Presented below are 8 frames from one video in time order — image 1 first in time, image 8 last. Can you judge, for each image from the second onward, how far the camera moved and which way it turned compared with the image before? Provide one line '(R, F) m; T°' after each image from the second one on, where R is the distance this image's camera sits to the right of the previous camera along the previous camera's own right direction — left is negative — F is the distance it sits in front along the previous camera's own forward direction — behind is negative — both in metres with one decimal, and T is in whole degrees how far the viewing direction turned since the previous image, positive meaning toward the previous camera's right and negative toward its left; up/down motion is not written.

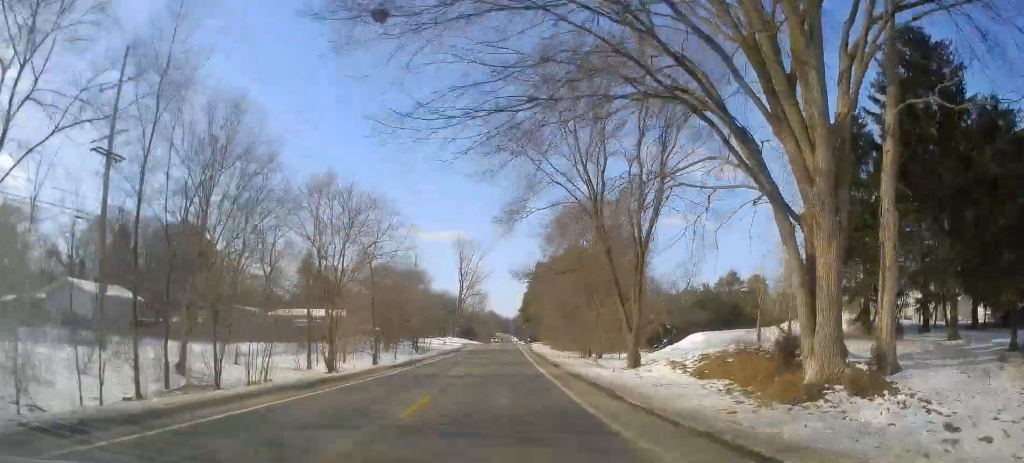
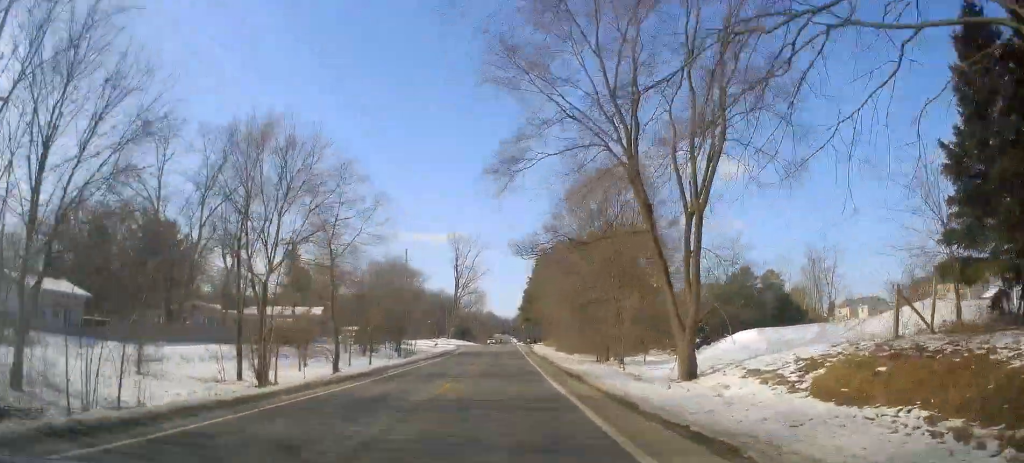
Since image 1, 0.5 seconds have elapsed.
(-0.3, +10.1) m; 0°
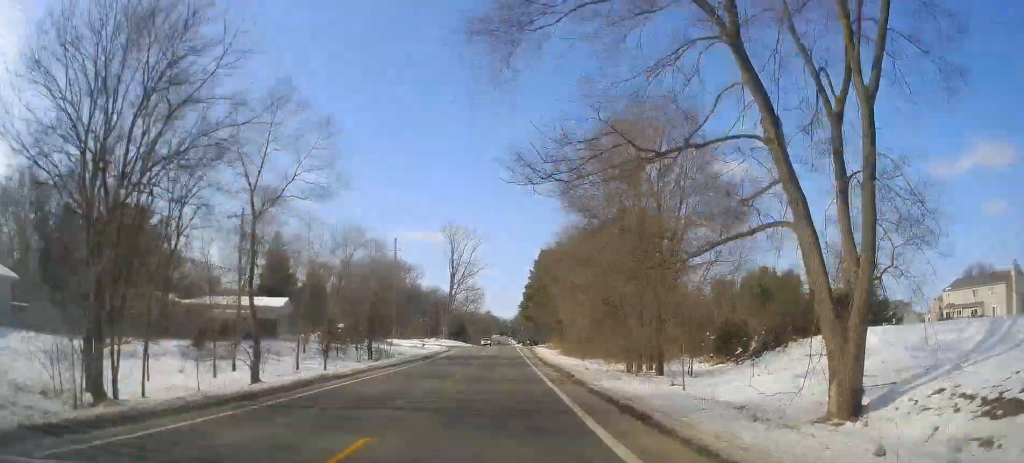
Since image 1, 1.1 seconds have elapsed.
(-0.1, +11.3) m; 0°
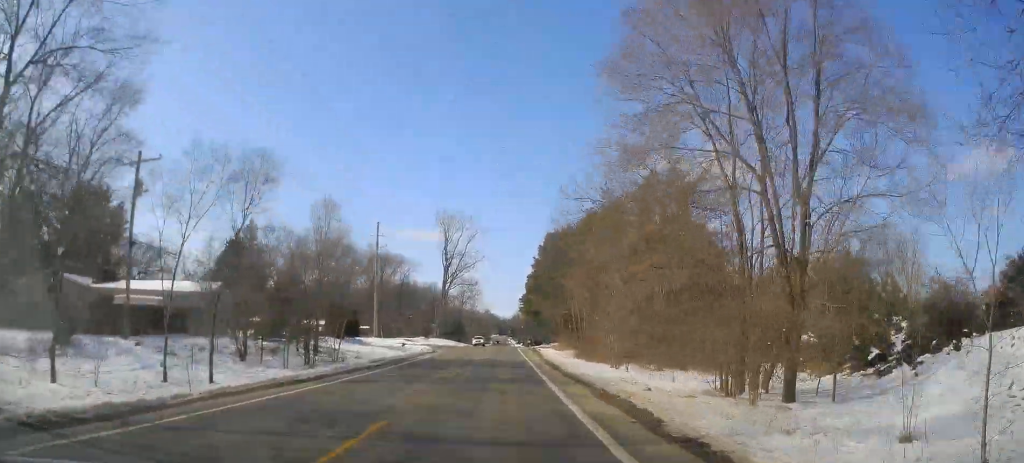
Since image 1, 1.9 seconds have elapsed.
(+0.3, +14.4) m; +1°
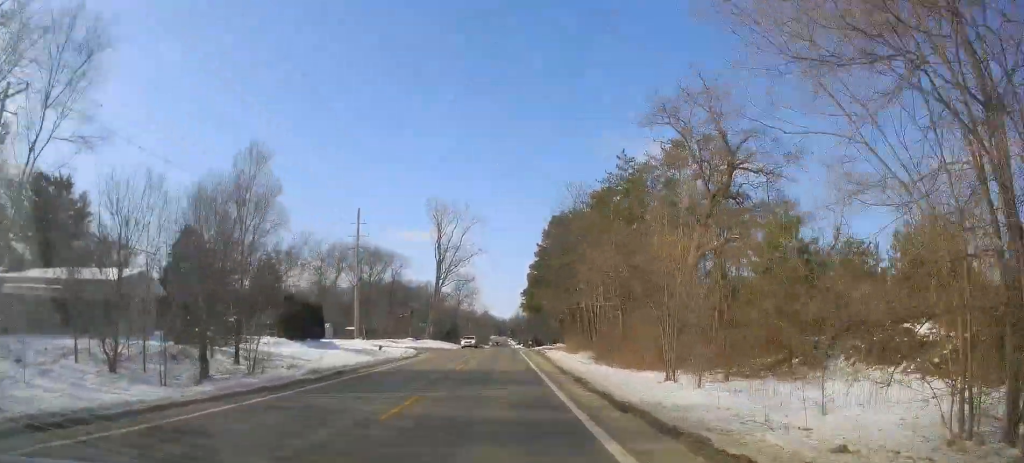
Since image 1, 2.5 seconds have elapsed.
(0.0, +11.3) m; +1°
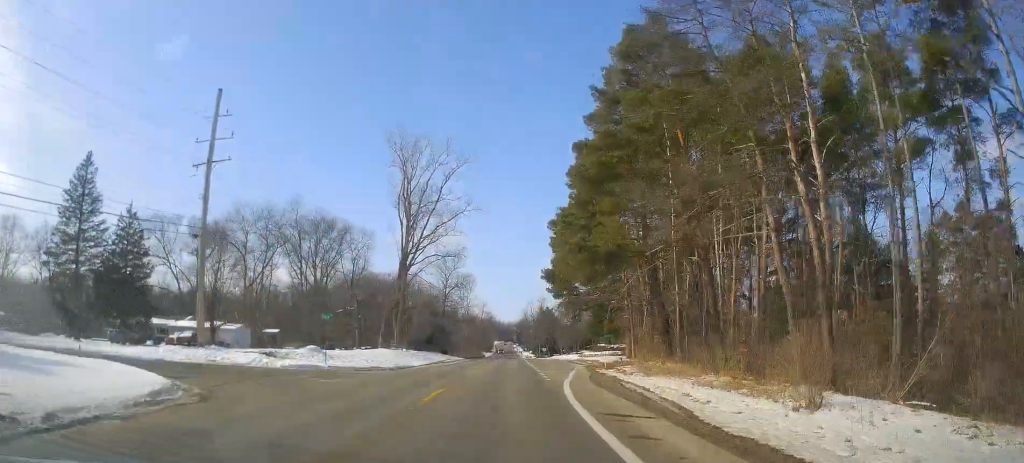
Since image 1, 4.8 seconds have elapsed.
(+0.4, +43.3) m; -2°
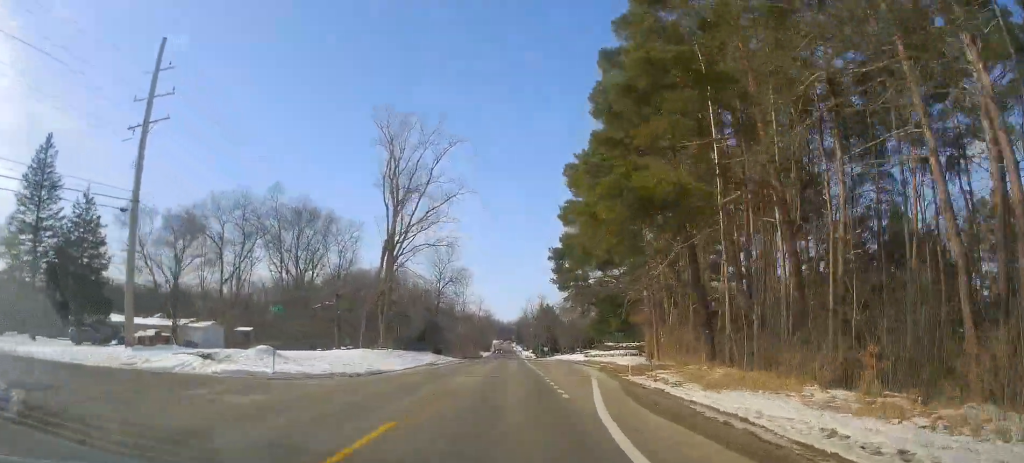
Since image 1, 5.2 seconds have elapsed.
(-0.2, +8.1) m; 0°
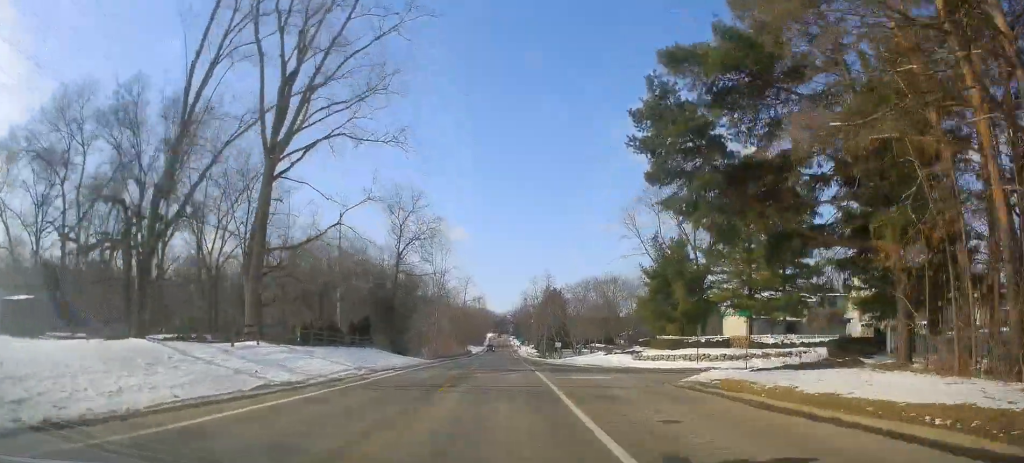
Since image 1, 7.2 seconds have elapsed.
(+0.5, +35.9) m; +3°
